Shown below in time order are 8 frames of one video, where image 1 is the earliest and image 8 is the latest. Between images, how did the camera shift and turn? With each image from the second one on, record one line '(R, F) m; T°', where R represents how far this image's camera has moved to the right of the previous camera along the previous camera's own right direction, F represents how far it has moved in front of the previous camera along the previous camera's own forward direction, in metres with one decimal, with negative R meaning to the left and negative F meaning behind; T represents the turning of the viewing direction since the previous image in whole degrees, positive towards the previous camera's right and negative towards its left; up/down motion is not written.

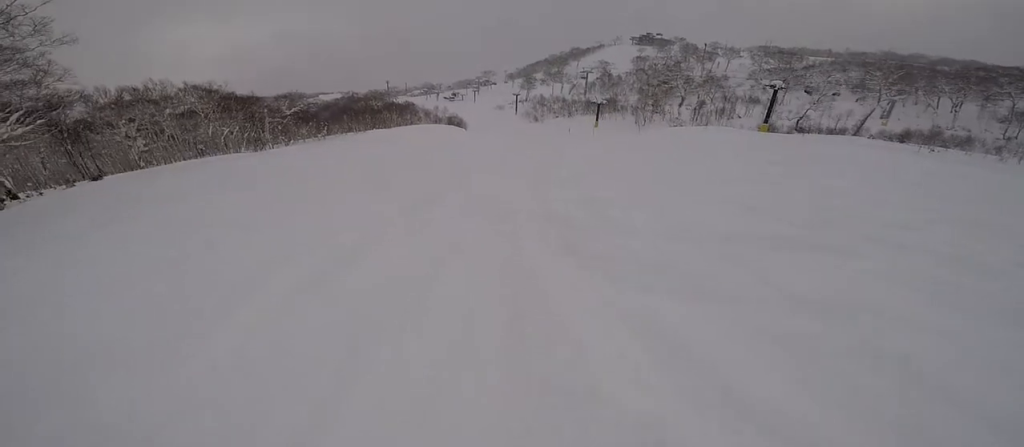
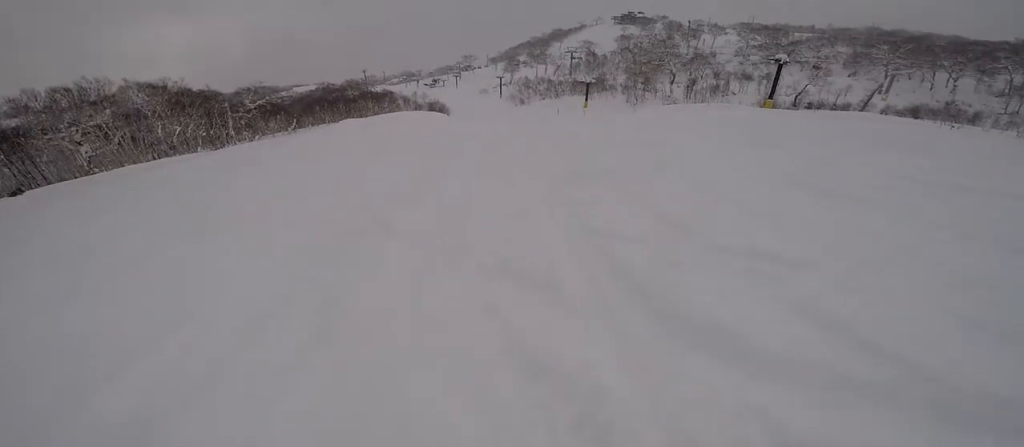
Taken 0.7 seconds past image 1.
(-0.1, +4.3) m; +7°
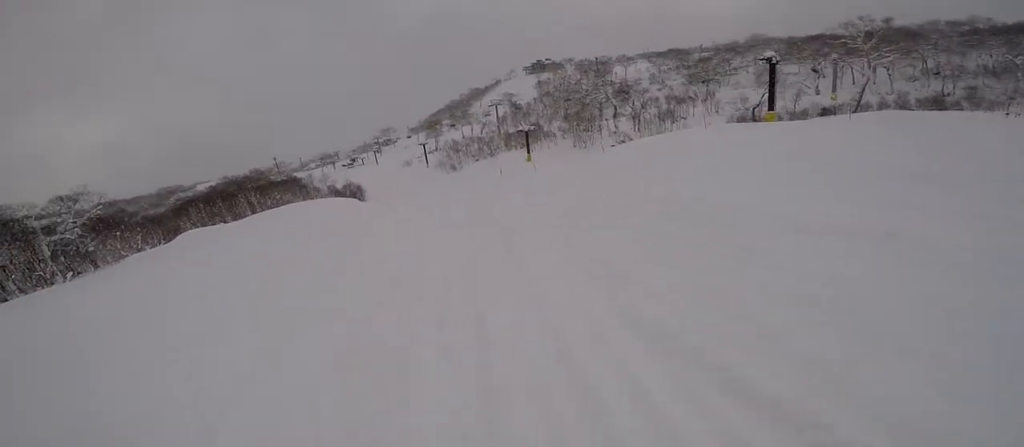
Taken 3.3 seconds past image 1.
(-1.8, +17.1) m; -10°
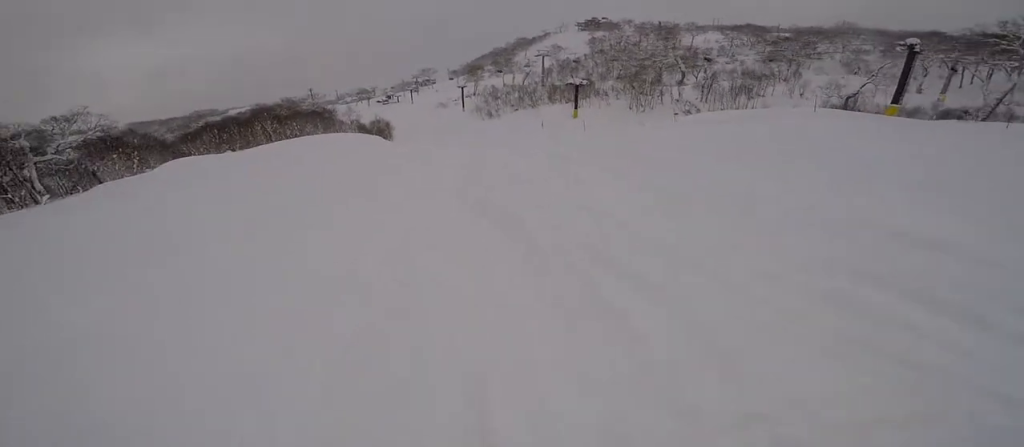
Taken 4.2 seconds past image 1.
(+0.3, +6.2) m; +3°
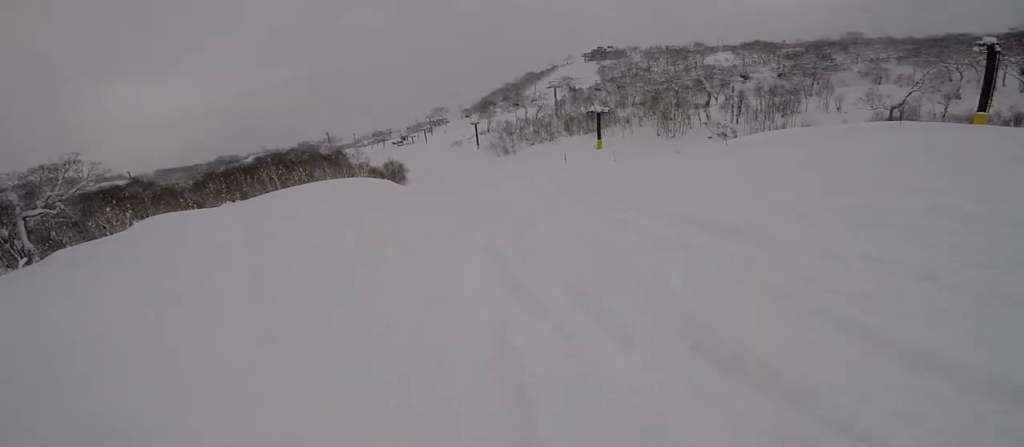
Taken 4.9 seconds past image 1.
(+0.3, +6.1) m; -4°
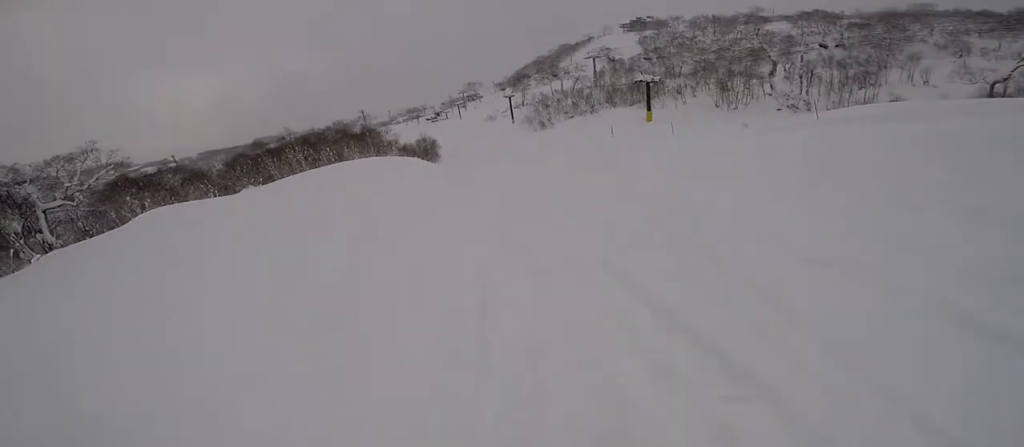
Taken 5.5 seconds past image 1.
(-0.6, +4.4) m; -4°
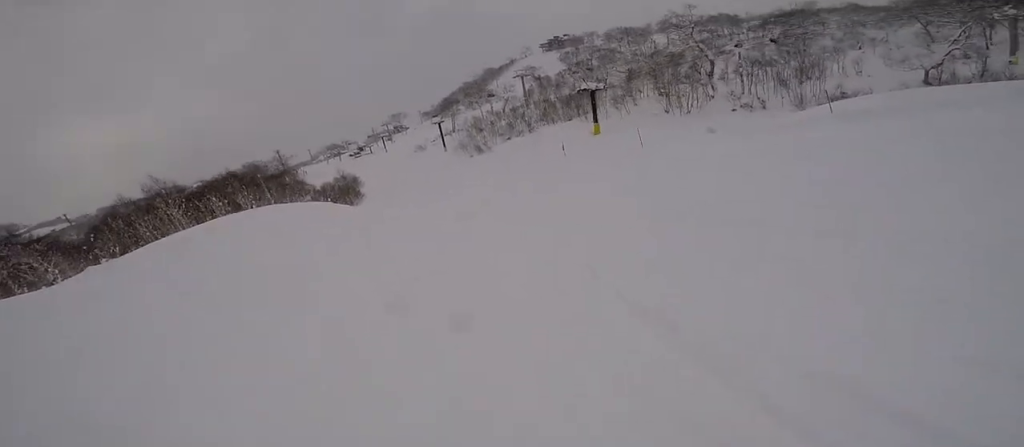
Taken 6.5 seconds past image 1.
(-0.4, +8.7) m; +3°
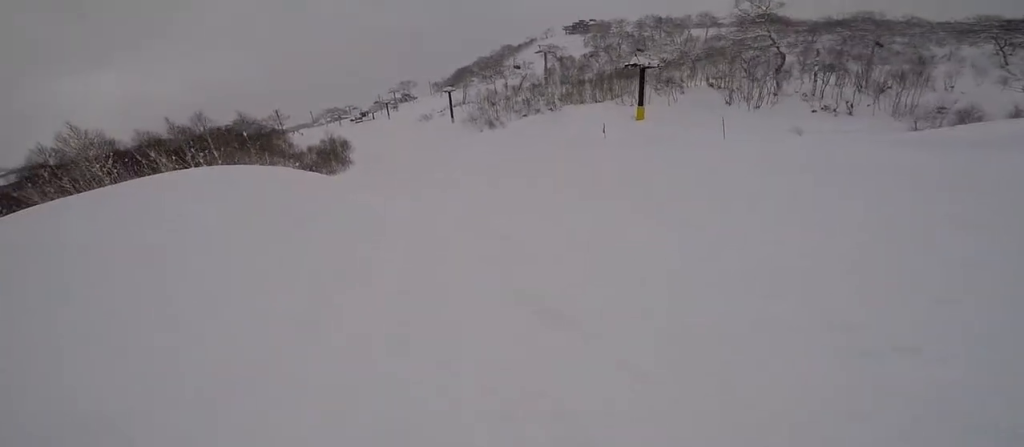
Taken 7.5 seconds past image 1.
(+0.8, +8.5) m; +7°
